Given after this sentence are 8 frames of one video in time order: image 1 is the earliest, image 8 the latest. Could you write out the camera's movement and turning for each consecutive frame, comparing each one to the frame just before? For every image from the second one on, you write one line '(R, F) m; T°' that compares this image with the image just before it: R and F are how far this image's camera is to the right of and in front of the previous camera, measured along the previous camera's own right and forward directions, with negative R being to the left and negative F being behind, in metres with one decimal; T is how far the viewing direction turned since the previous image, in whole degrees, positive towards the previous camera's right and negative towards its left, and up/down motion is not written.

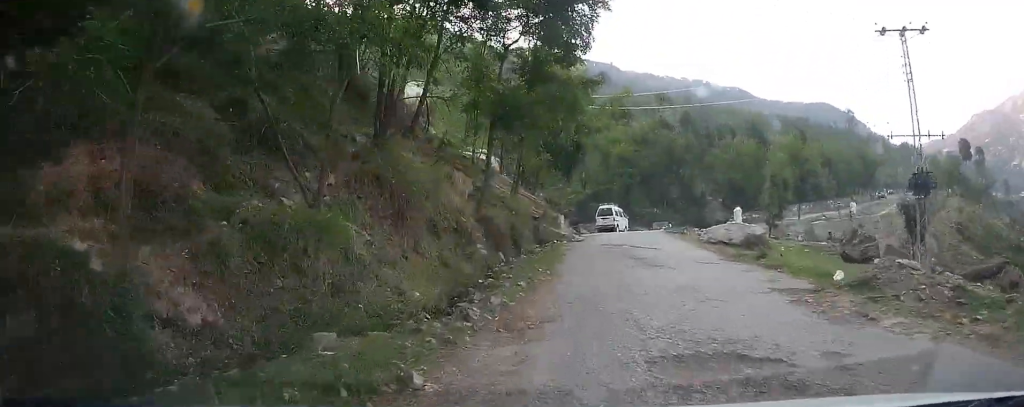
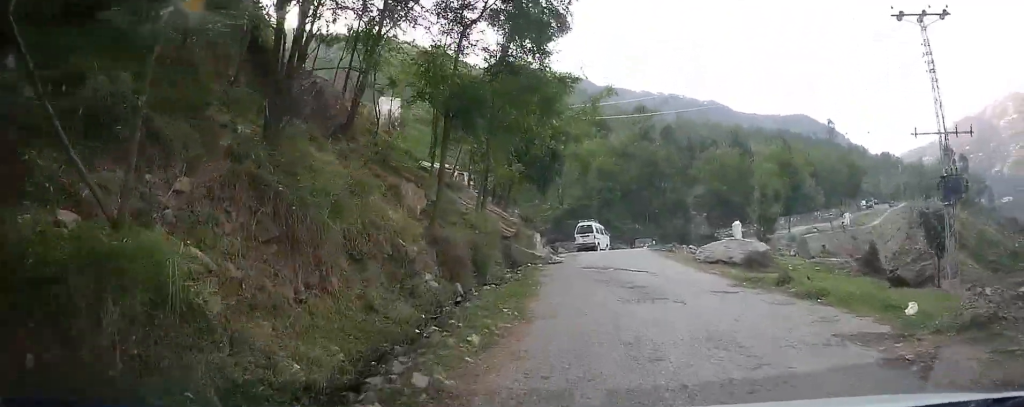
(+0.1, +3.5) m; +1°
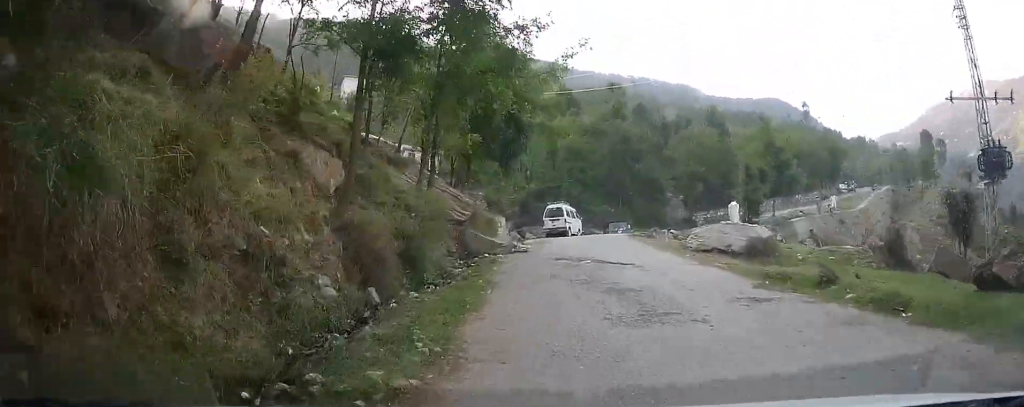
(0.0, +3.5) m; +1°
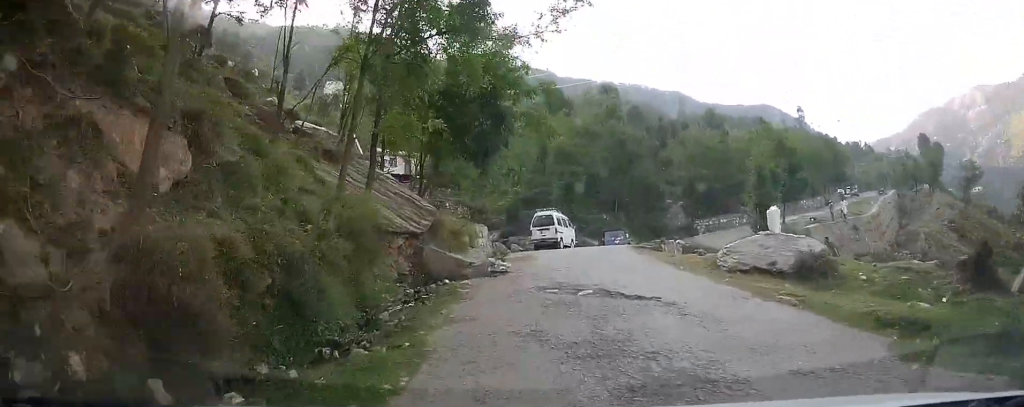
(0.0, +4.2) m; +1°
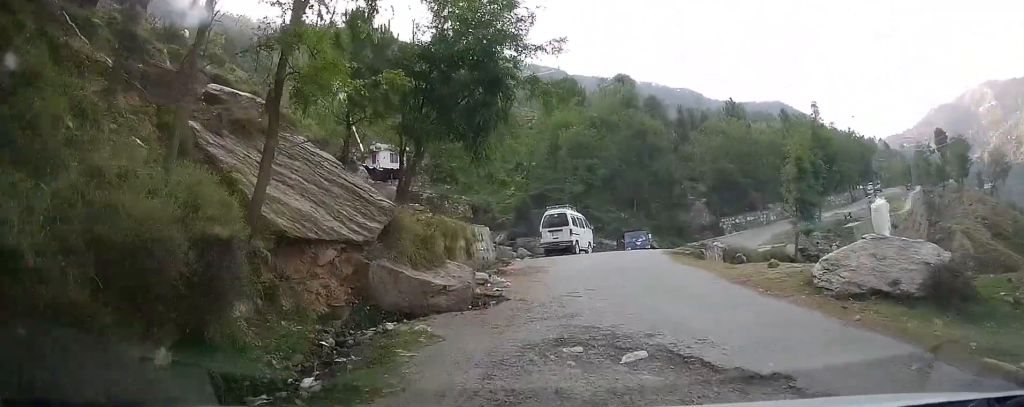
(+0.1, +5.2) m; +1°
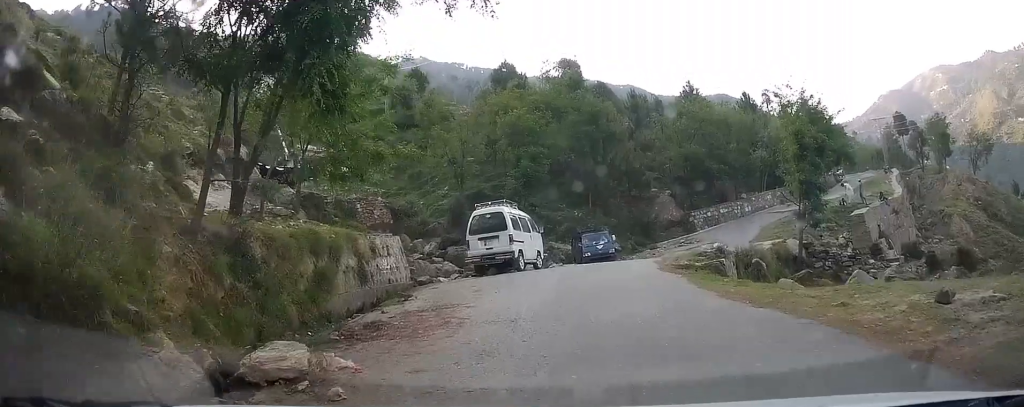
(-0.1, +9.0) m; +2°
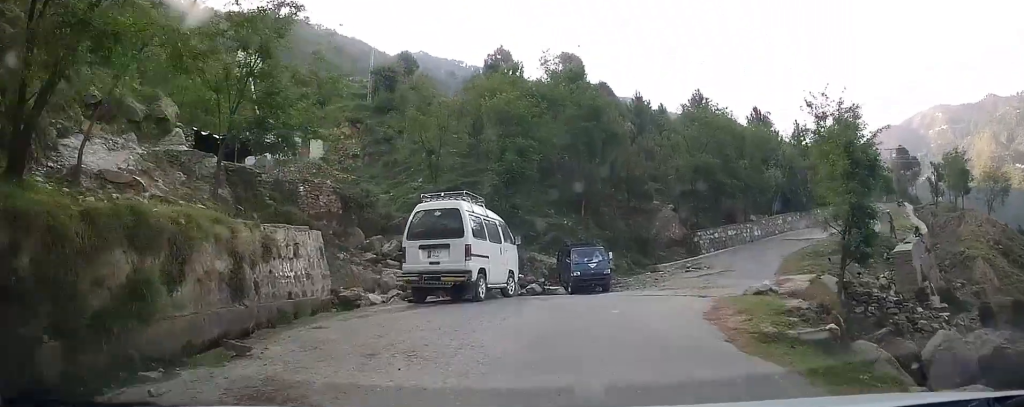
(+0.2, +5.1) m; +8°
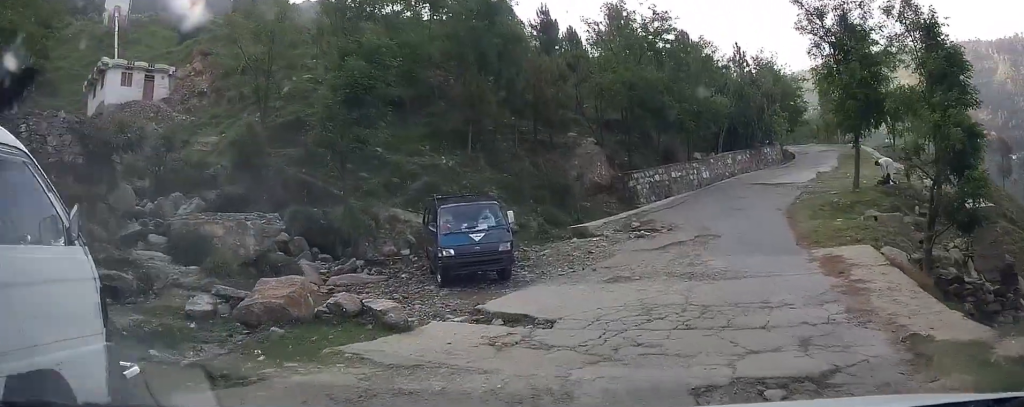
(+1.1, +10.0) m; +8°
